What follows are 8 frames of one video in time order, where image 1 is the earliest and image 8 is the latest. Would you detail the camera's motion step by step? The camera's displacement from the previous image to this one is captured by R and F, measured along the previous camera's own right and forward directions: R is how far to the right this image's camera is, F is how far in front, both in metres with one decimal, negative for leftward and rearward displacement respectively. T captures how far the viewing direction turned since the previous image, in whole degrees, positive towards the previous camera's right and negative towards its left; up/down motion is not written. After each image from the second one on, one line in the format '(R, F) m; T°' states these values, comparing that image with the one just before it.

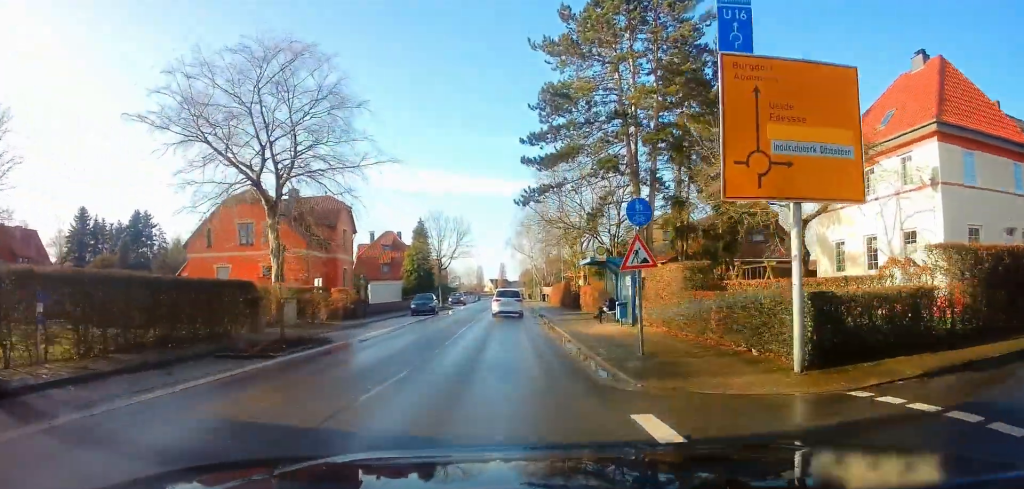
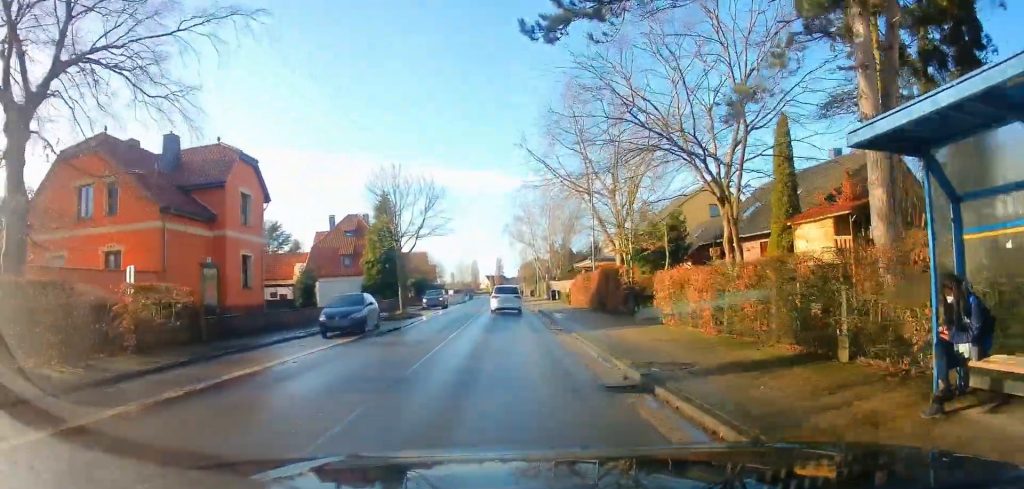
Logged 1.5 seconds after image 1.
(-0.4, +18.3) m; 0°
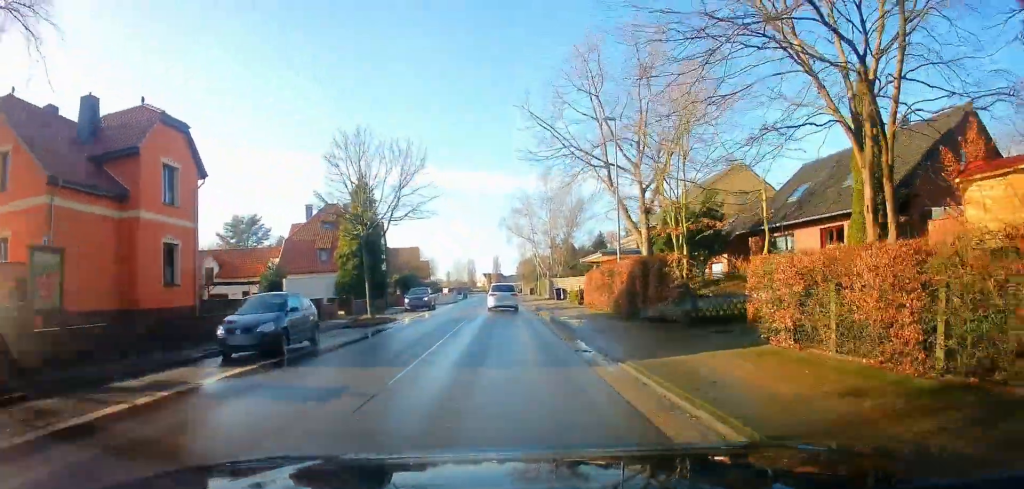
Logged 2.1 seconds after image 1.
(+0.3, +7.2) m; 0°
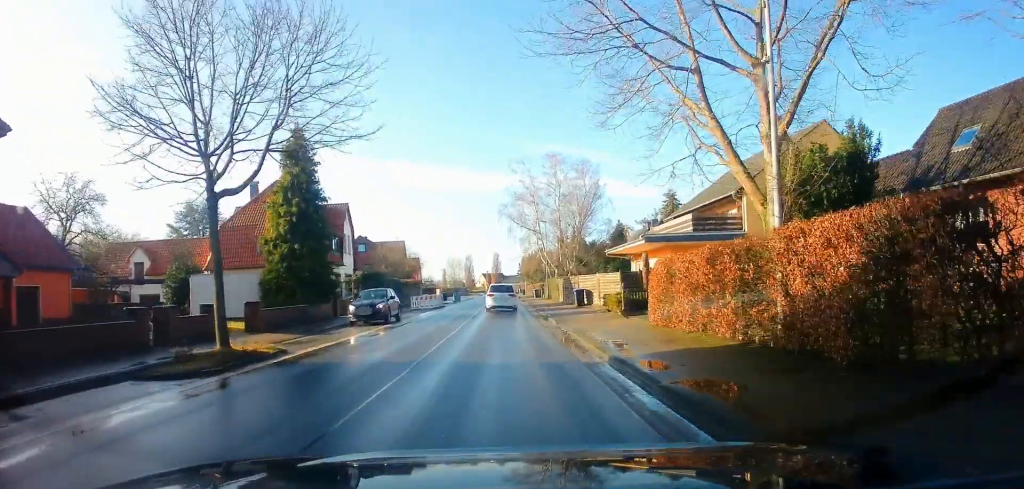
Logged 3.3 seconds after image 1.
(-0.4, +13.7) m; -2°
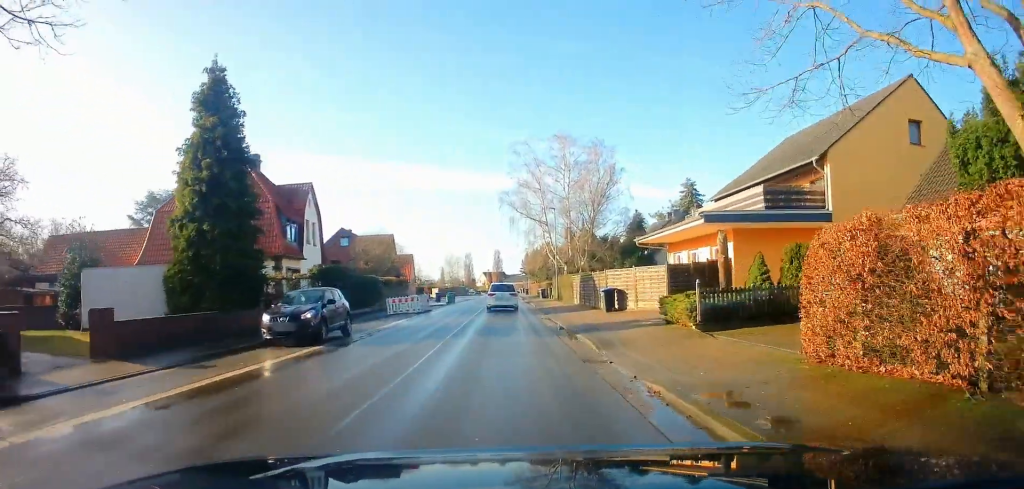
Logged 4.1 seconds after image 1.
(-0.1, +9.1) m; +2°
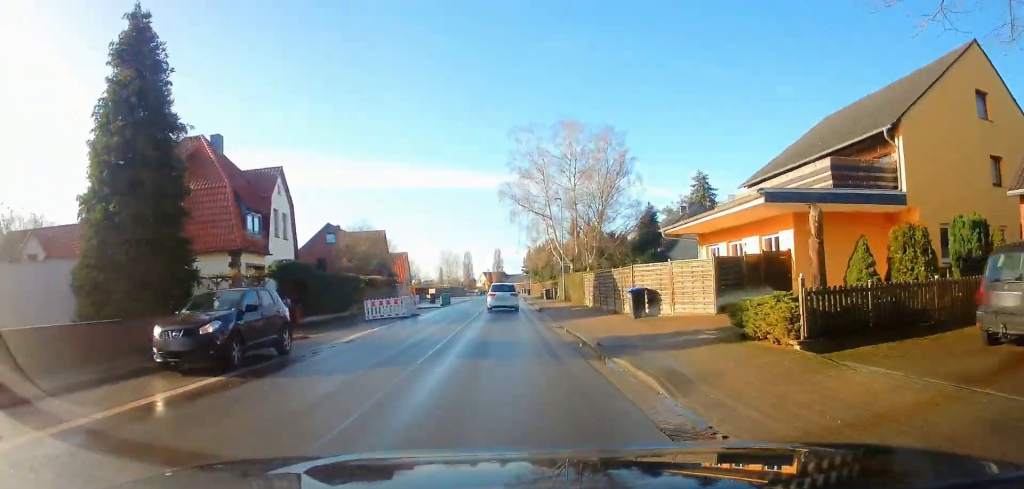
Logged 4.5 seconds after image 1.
(+0.1, +5.3) m; 0°
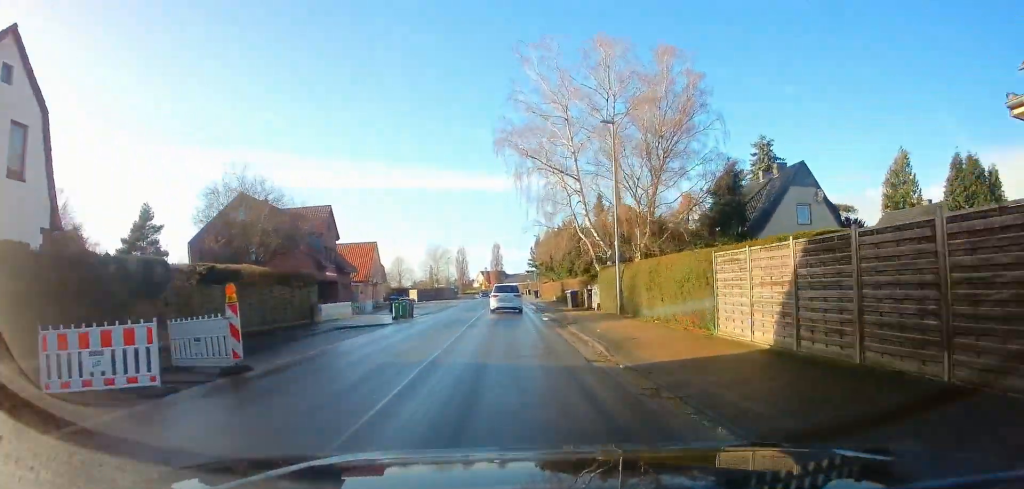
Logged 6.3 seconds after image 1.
(-0.1, +21.3) m; 0°
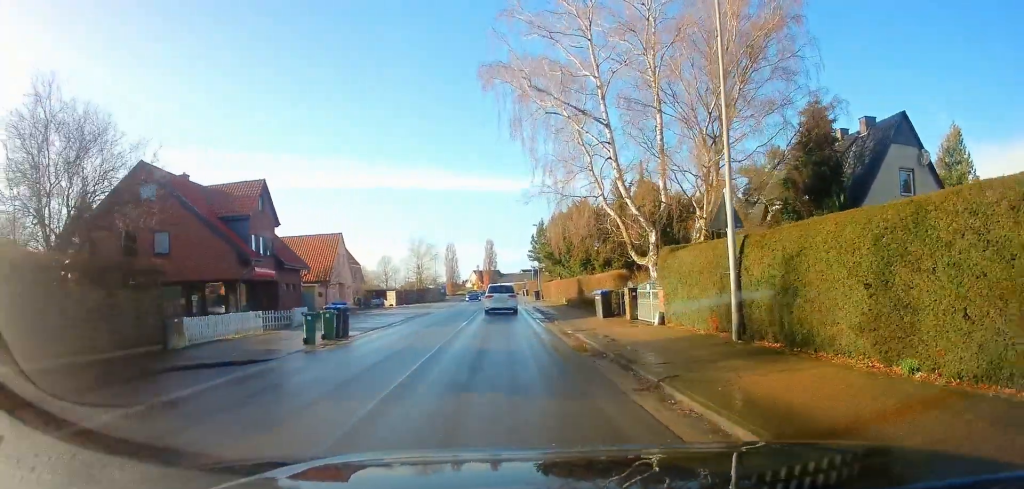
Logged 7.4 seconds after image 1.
(+0.5, +12.4) m; +1°
